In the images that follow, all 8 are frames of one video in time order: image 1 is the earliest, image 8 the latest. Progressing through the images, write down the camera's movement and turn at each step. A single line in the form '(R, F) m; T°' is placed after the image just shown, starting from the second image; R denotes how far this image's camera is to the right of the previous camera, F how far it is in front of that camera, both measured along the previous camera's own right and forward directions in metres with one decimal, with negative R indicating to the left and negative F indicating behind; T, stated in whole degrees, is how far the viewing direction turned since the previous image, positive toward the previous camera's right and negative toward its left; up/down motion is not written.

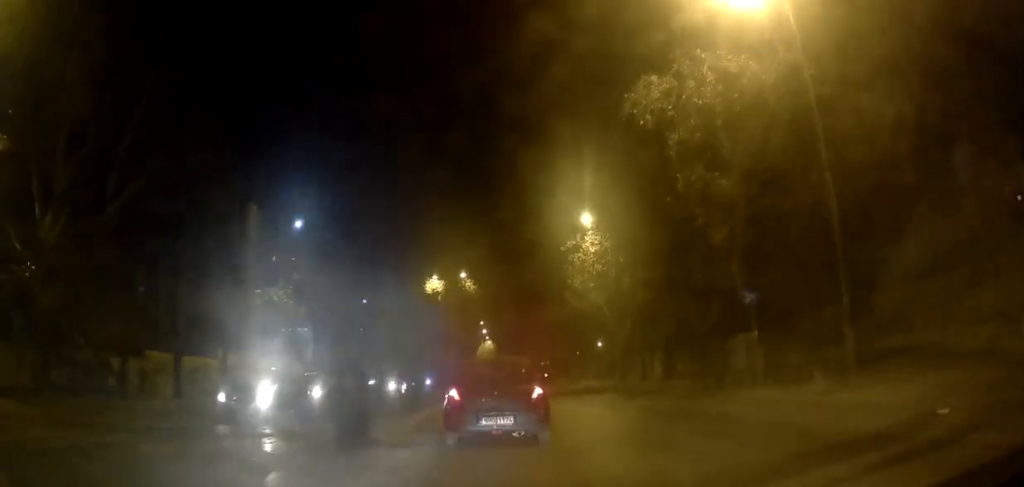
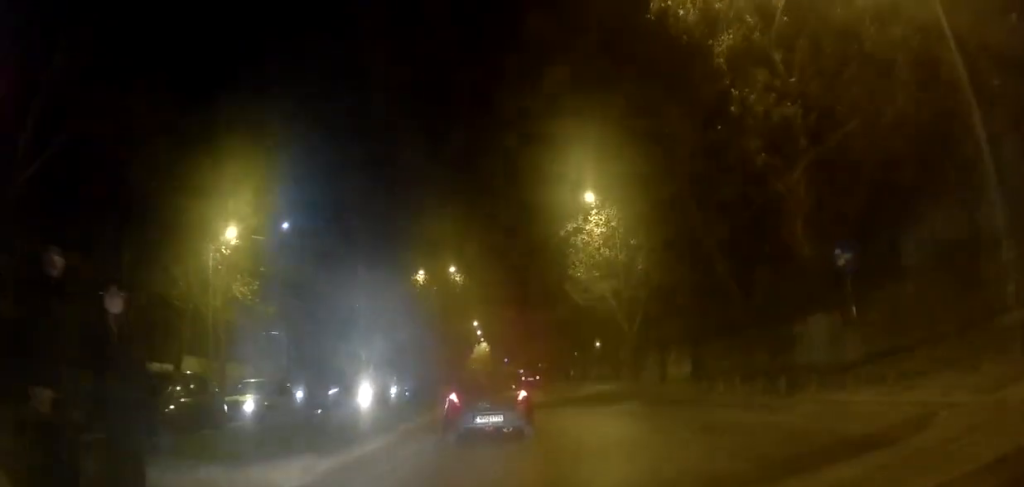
(0.0, +5.4) m; +2°
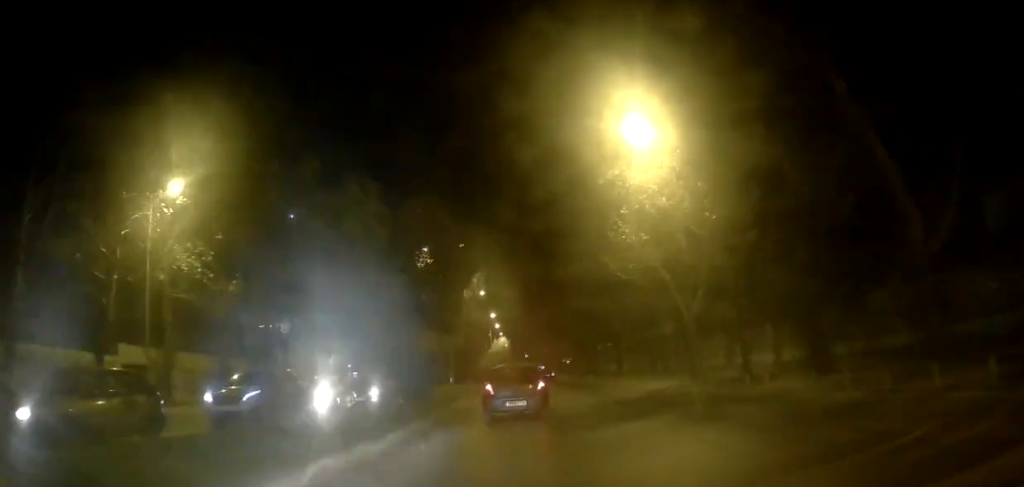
(0.0, +9.6) m; -3°
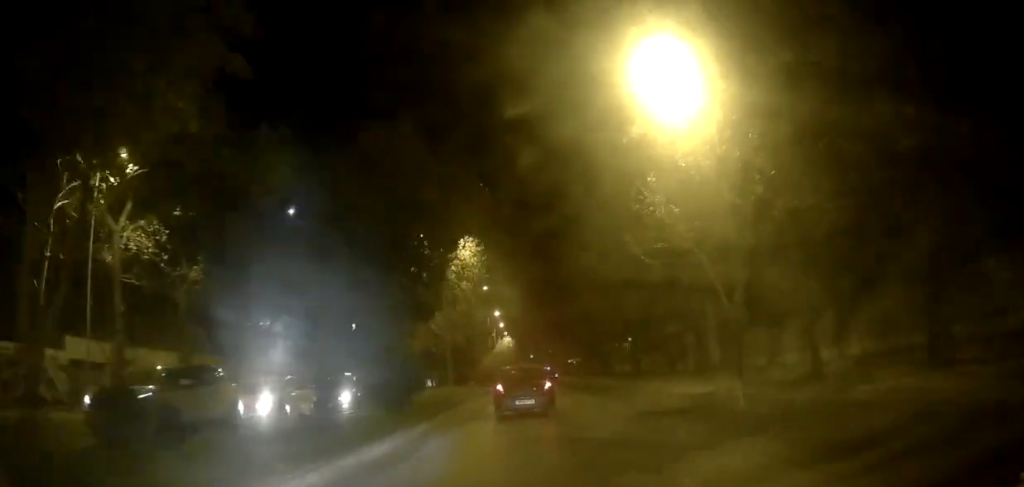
(-0.4, +5.2) m; -1°
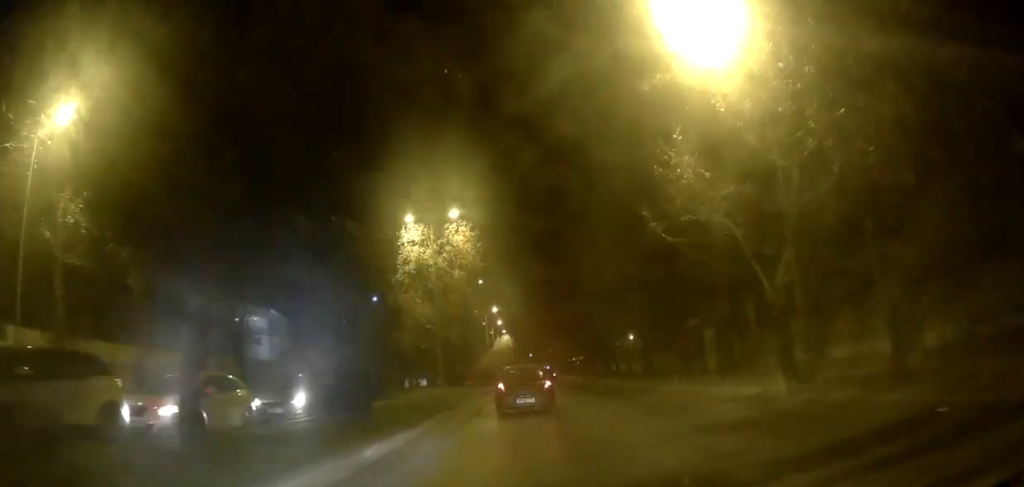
(+0.2, +4.7) m; +1°
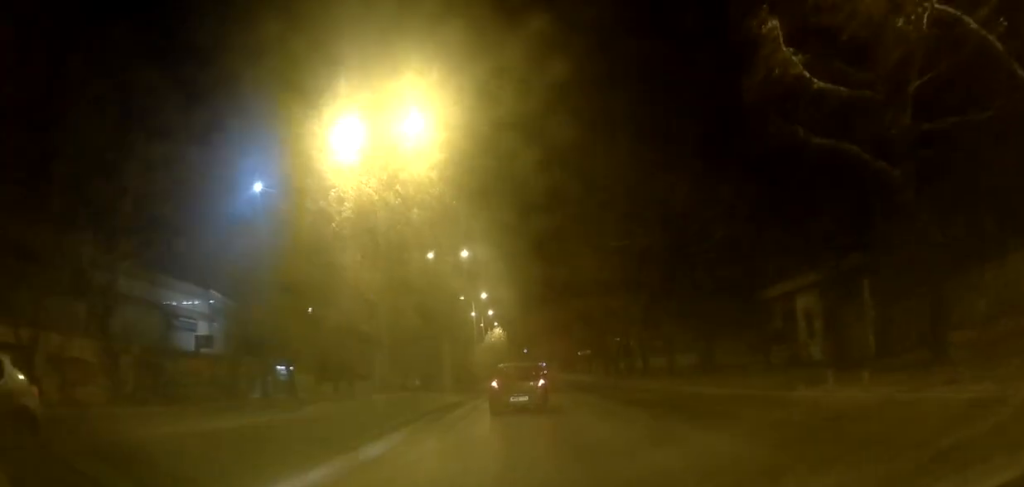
(+0.1, +14.0) m; +2°
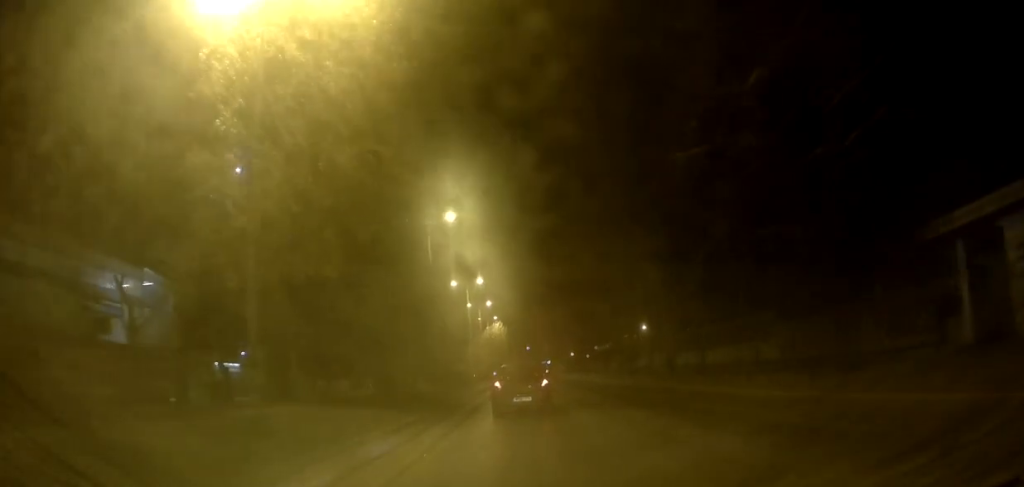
(+0.4, +12.5) m; 0°
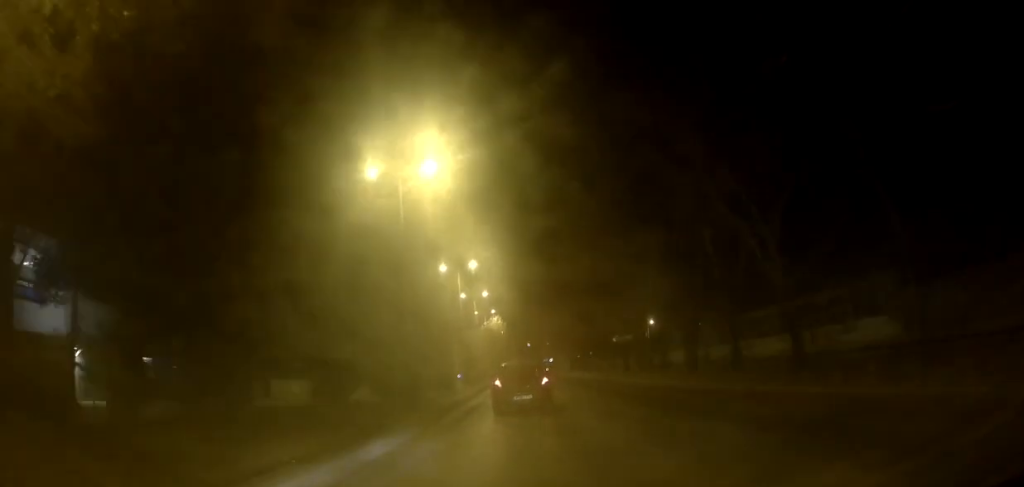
(-0.3, +9.4) m; -3°
